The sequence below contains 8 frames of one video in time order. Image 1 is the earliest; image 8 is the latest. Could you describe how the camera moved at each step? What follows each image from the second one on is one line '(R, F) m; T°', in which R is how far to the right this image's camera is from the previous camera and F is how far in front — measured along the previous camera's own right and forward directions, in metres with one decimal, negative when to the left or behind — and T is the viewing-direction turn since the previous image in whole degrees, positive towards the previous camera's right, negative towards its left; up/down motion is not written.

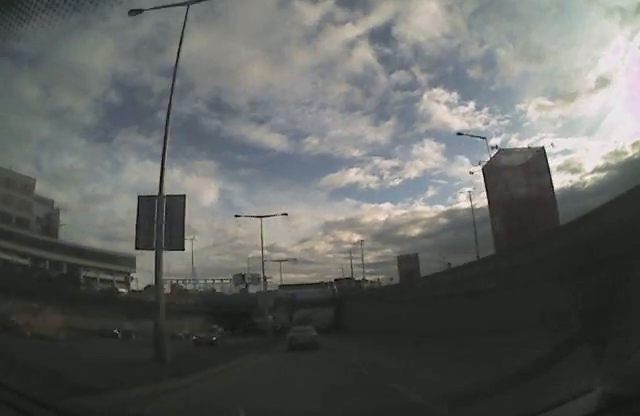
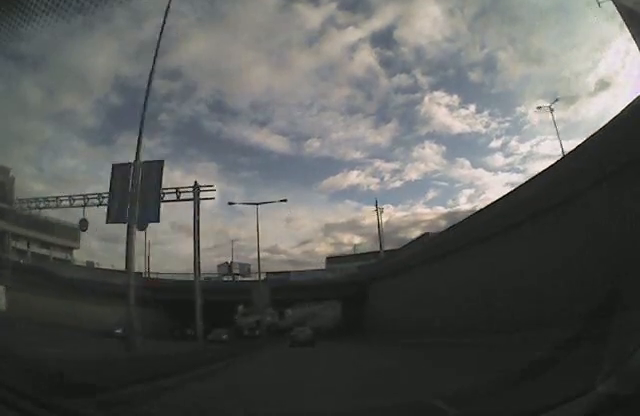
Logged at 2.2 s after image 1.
(-1.0, +25.6) m; -2°
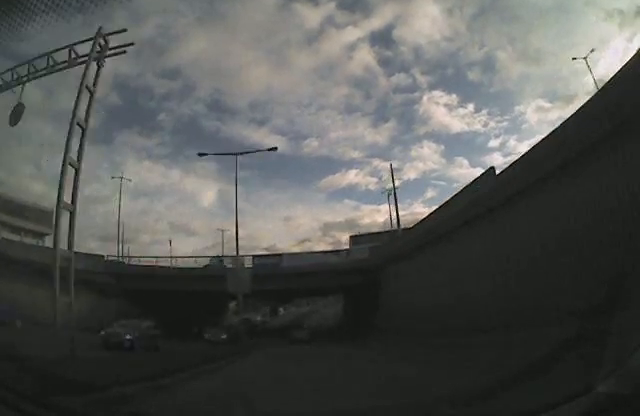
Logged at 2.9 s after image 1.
(0.0, +9.7) m; 0°
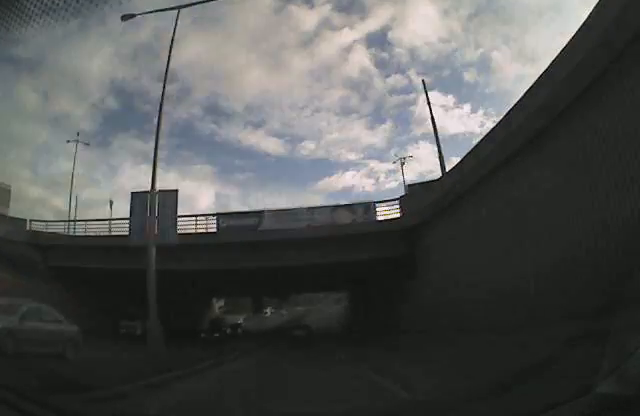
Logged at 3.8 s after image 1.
(0.0, +11.9) m; 0°
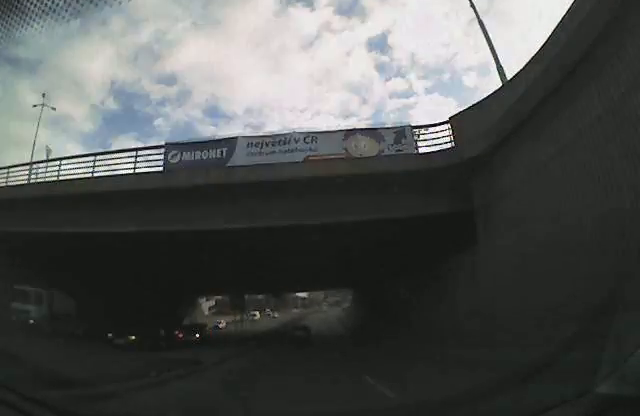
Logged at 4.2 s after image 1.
(0.0, +7.0) m; 0°
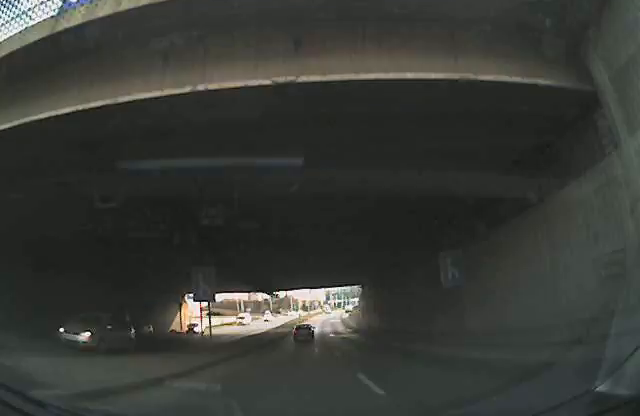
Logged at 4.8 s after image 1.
(+0.1, +8.5) m; 0°
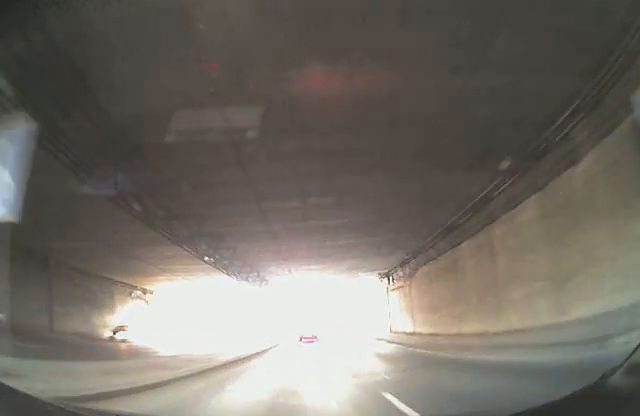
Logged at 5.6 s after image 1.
(+0.1, +11.7) m; 0°
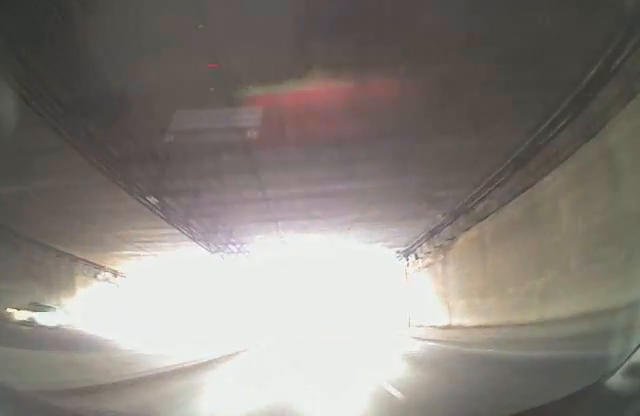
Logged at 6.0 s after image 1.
(+0.1, +7.4) m; -1°
